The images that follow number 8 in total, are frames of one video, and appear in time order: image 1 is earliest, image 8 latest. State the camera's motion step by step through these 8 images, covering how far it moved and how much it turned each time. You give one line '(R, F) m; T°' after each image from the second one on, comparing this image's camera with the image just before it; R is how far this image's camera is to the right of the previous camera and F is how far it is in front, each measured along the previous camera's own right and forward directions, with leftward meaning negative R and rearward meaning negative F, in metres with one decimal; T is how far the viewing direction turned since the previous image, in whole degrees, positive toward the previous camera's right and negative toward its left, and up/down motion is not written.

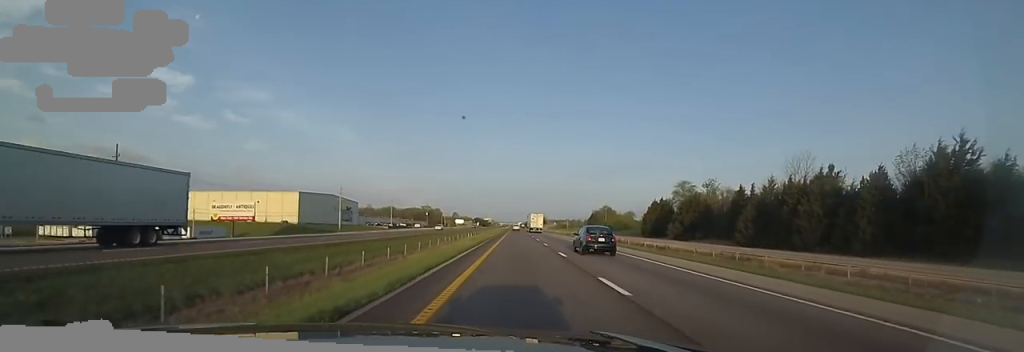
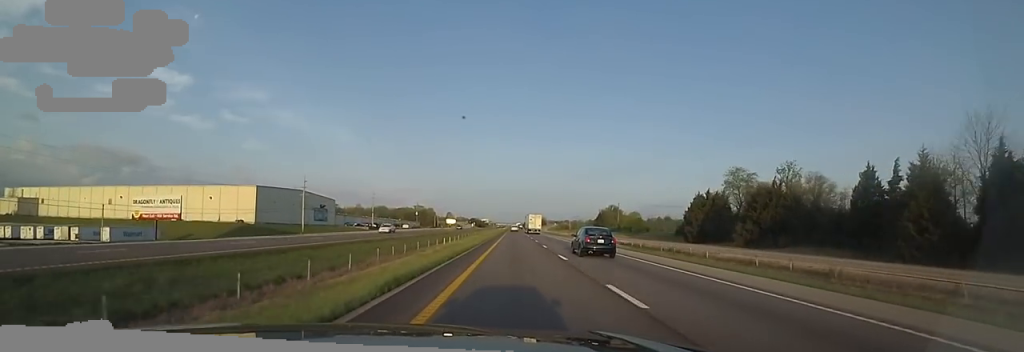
(+0.5, +26.7) m; +1°
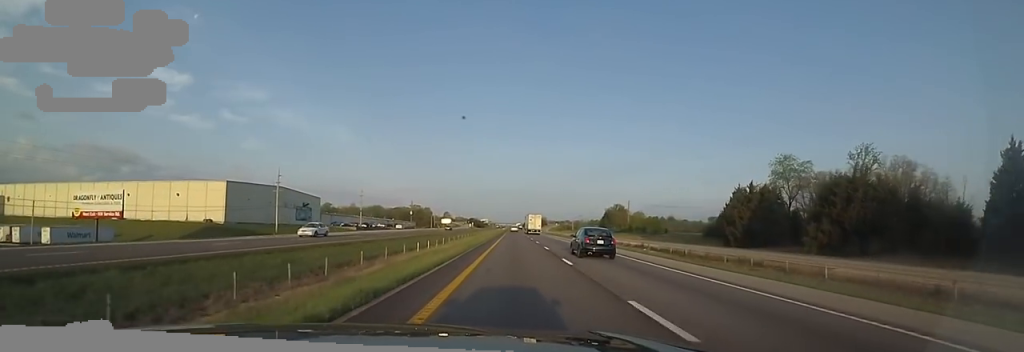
(+0.3, +15.2) m; 0°
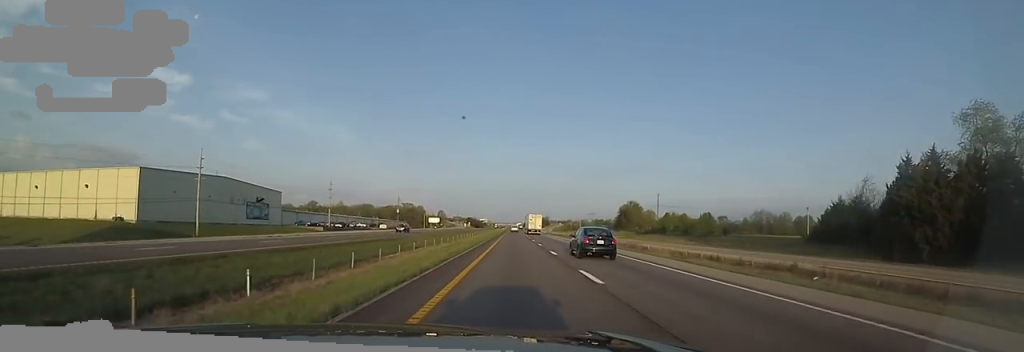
(-0.4, +31.5) m; -1°
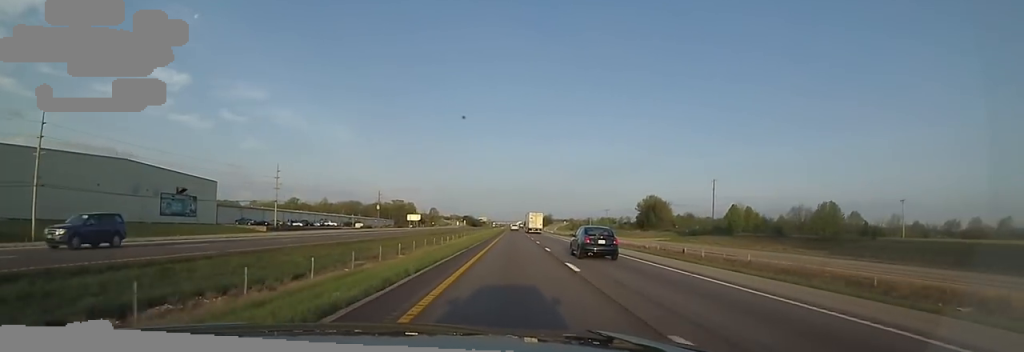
(-0.4, +34.3) m; 0°
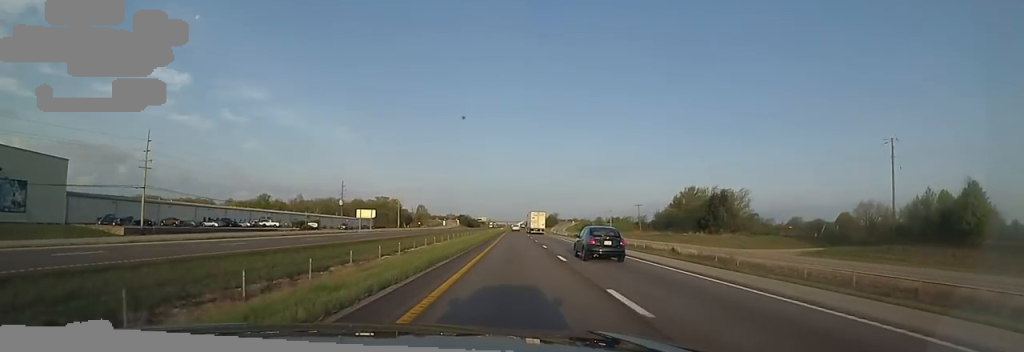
(+0.1, +43.7) m; -1°
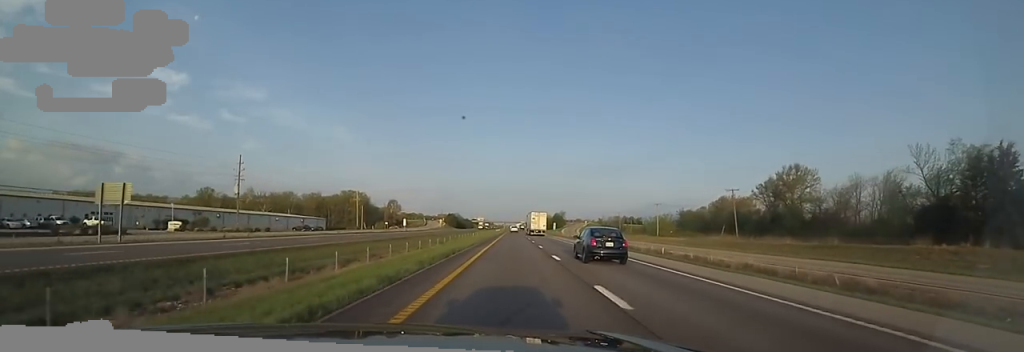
(0.0, +58.3) m; +1°
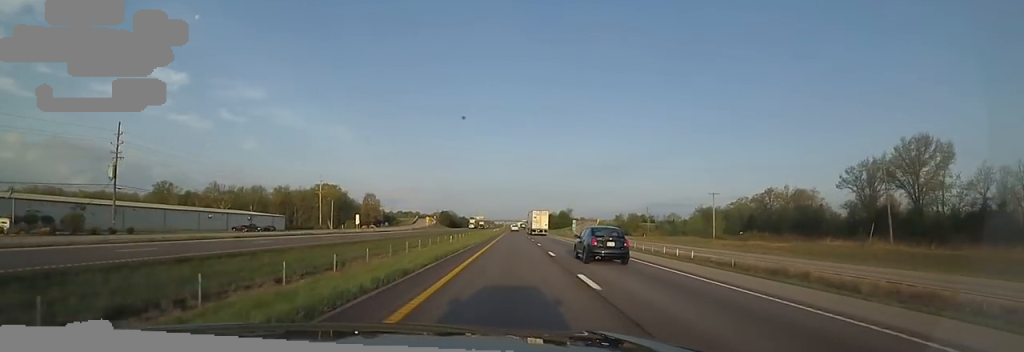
(-0.2, +33.1) m; 0°
